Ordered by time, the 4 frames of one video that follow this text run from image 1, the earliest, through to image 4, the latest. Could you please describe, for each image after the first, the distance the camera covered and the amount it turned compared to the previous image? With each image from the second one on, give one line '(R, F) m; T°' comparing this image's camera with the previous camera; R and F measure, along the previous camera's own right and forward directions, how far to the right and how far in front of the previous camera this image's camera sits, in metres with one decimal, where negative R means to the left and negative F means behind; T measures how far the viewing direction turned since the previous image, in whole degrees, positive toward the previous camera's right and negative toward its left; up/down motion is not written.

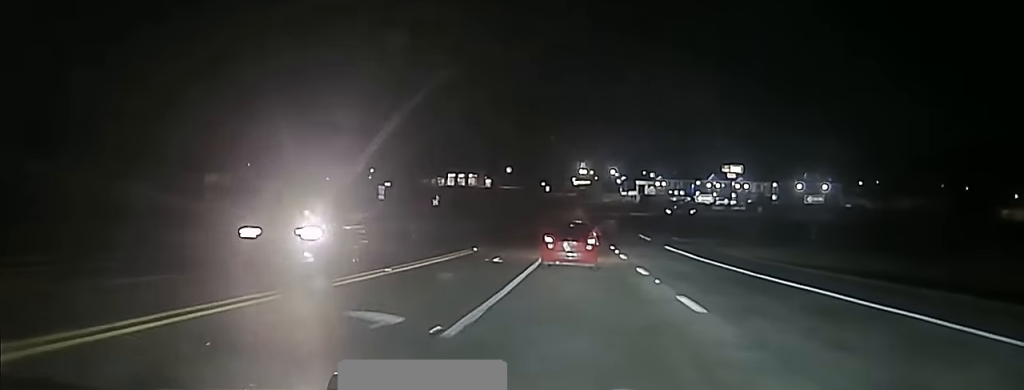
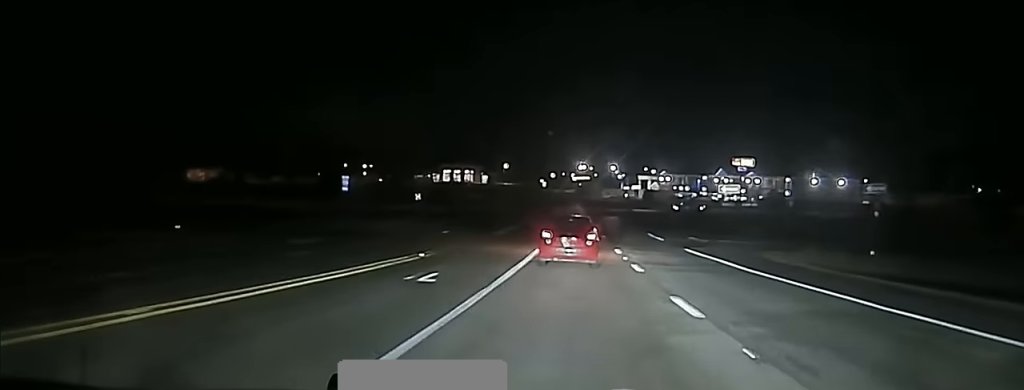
(0.0, +12.8) m; 0°
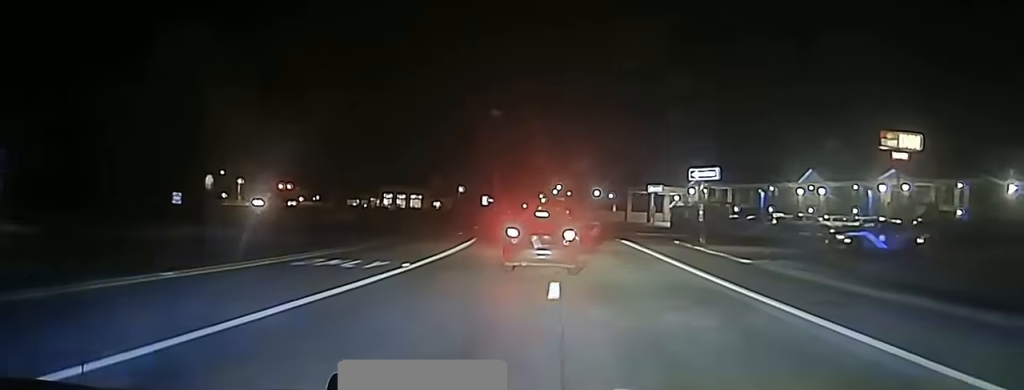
(-1.4, +87.1) m; 0°
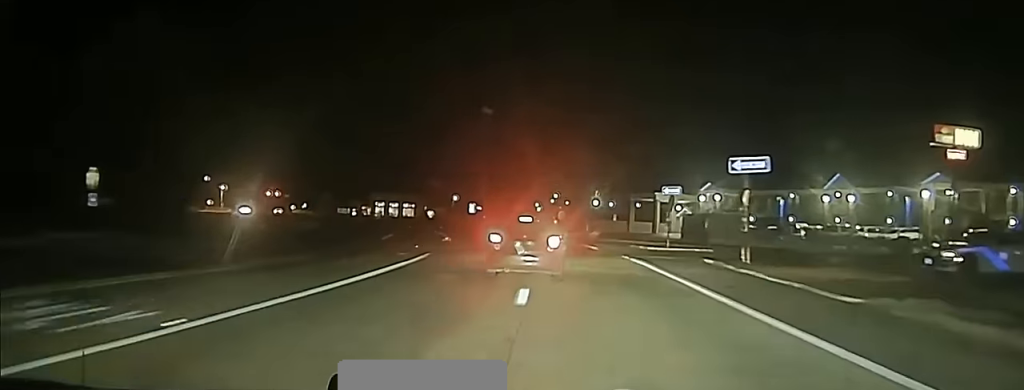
(0.0, +11.1) m; -1°
